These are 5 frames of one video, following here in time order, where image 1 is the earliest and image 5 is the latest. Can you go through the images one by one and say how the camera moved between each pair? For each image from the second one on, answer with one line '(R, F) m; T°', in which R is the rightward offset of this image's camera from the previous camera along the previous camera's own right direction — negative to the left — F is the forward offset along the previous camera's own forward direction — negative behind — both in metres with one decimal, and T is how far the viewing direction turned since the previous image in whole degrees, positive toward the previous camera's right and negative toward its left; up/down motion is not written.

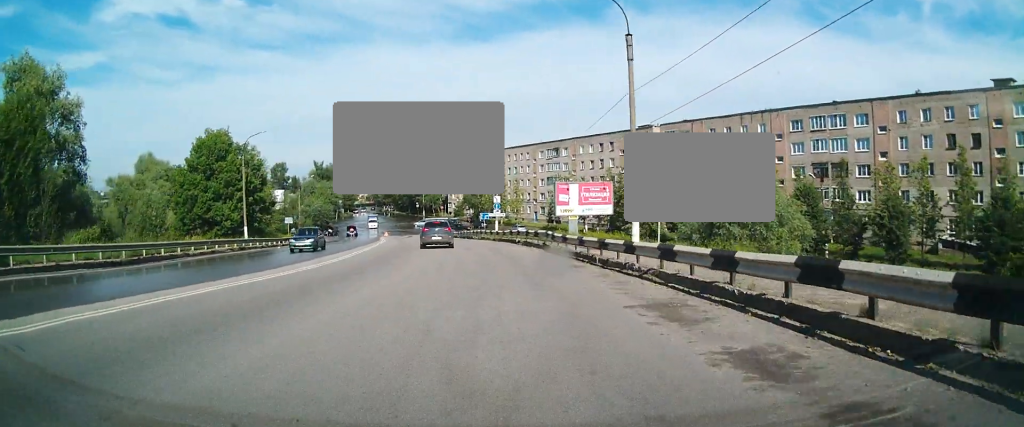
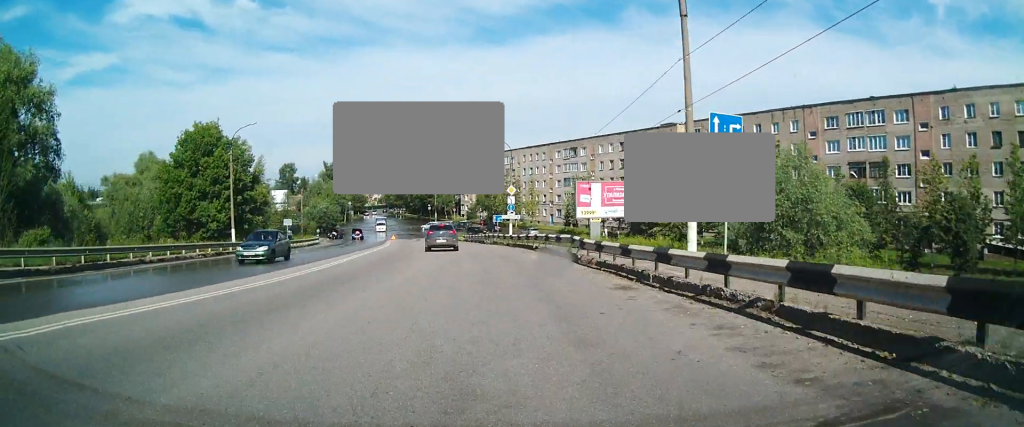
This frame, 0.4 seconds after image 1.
(+0.1, +6.0) m; -1°
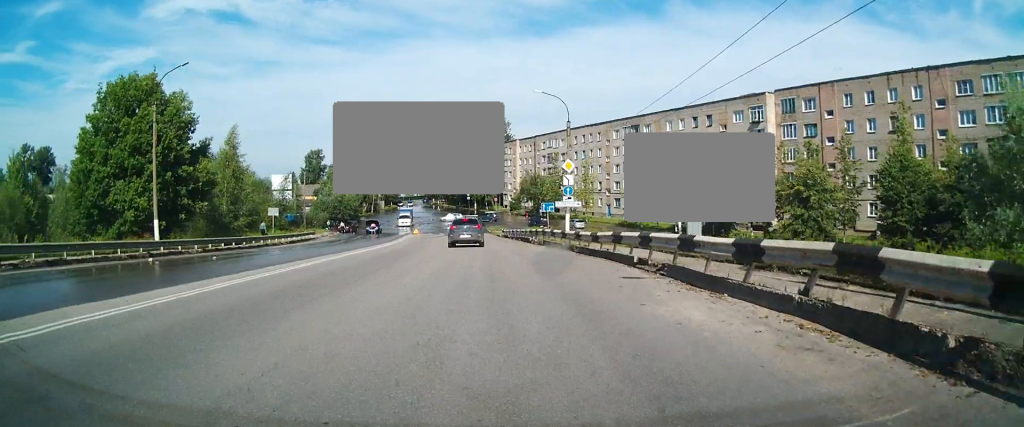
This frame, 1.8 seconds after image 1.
(-1.0, +18.4) m; -5°
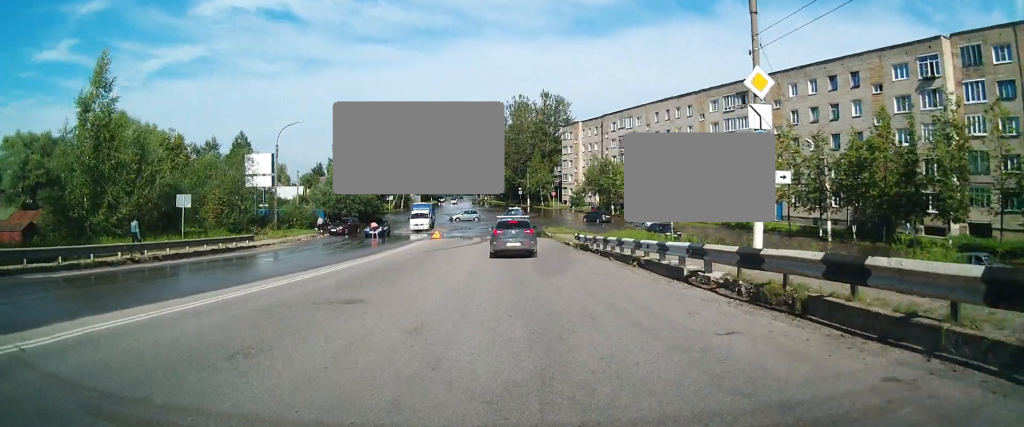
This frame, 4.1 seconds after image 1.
(-1.6, +28.5) m; -7°
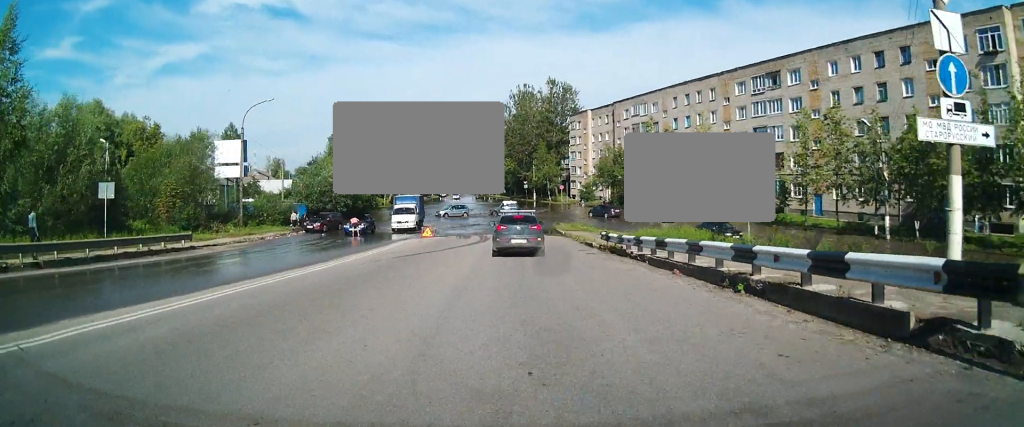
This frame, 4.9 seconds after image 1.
(-0.2, +9.2) m; -1°
